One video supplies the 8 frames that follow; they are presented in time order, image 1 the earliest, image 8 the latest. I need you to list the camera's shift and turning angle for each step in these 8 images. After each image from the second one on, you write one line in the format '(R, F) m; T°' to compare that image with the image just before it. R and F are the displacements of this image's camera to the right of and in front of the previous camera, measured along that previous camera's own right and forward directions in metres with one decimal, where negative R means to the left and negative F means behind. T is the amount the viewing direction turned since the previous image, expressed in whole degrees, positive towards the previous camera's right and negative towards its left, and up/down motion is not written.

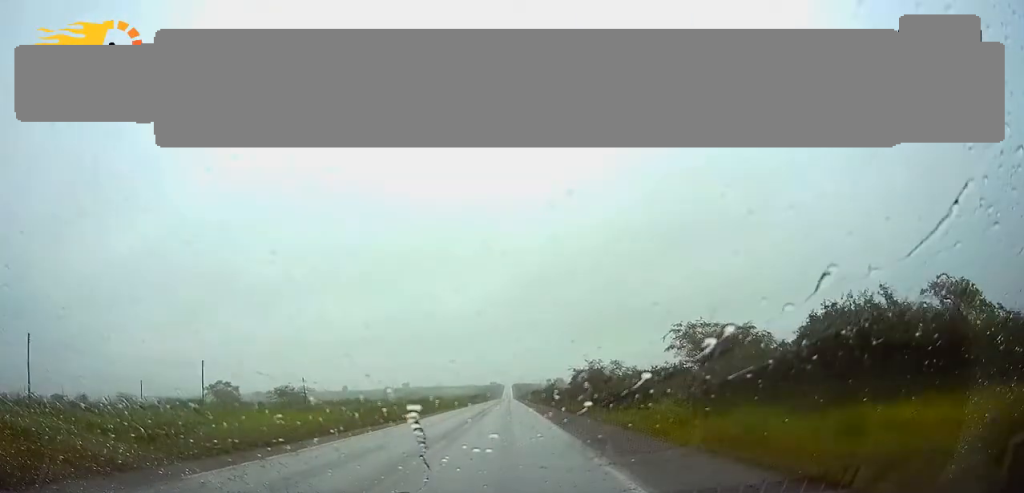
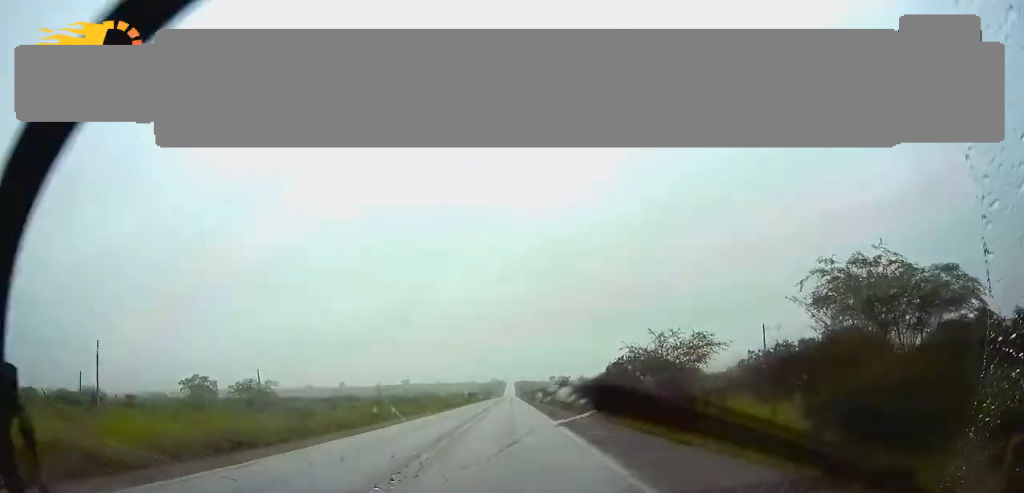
(0.0, +24.6) m; 0°
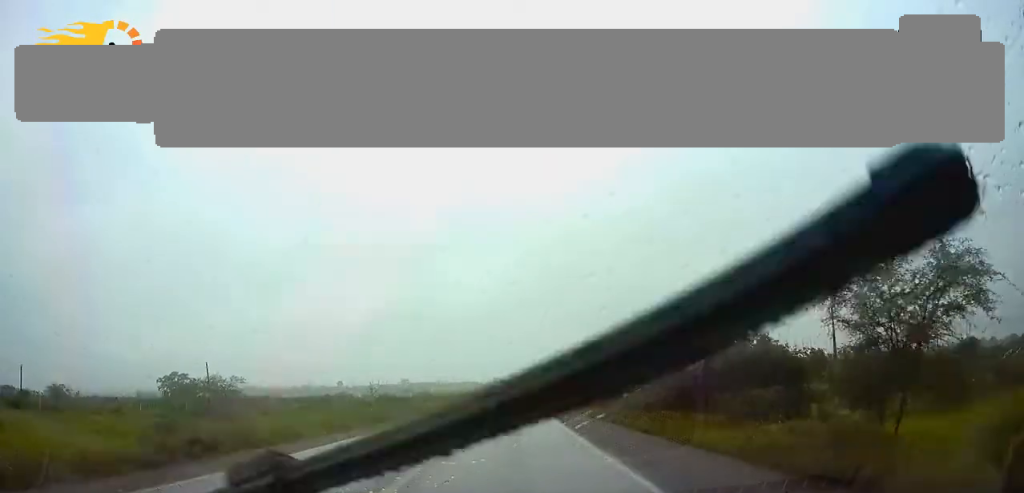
(0.0, +19.2) m; 0°
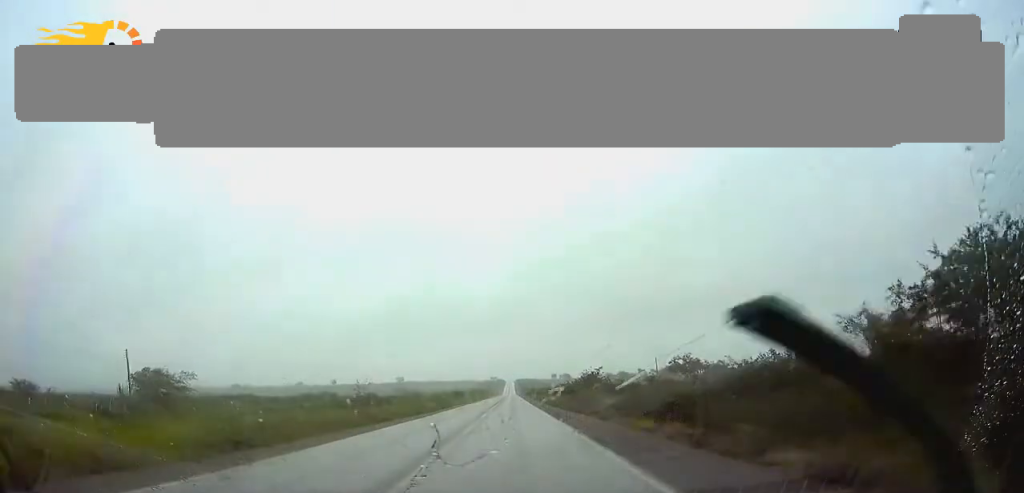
(0.0, +19.4) m; 0°
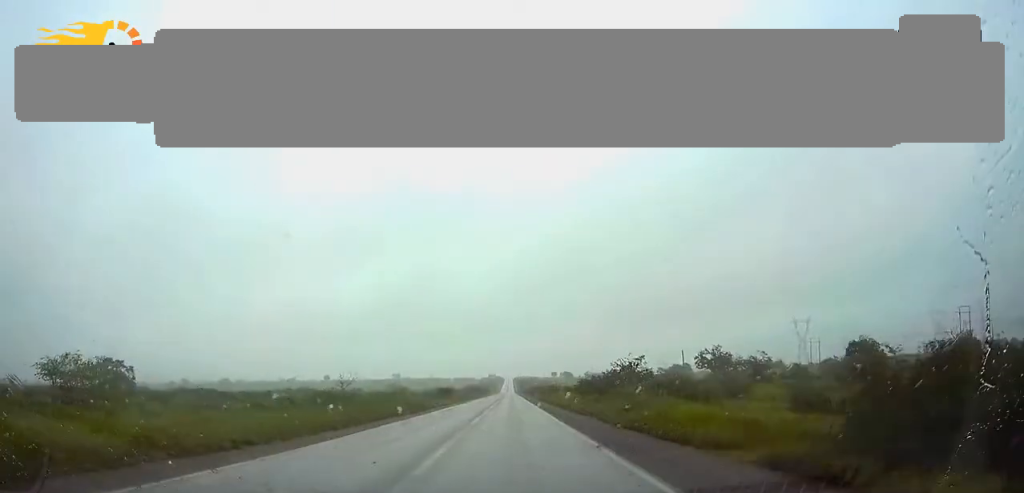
(0.0, +23.9) m; 0°
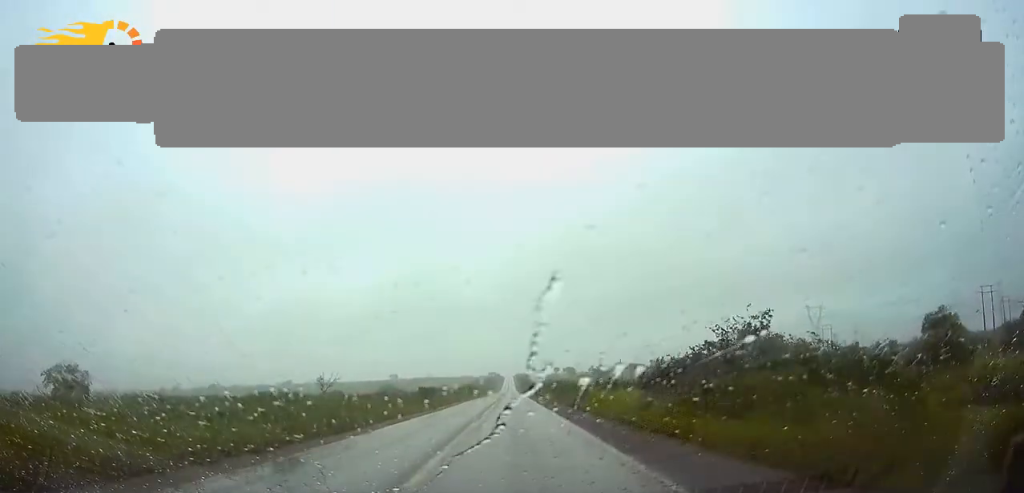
(0.0, +26.1) m; 0°
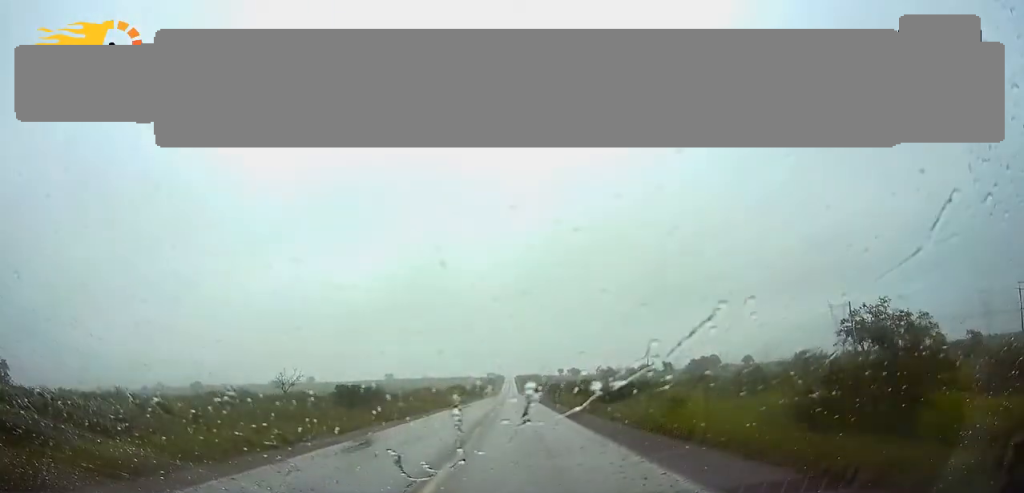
(-0.2, +37.8) m; 0°
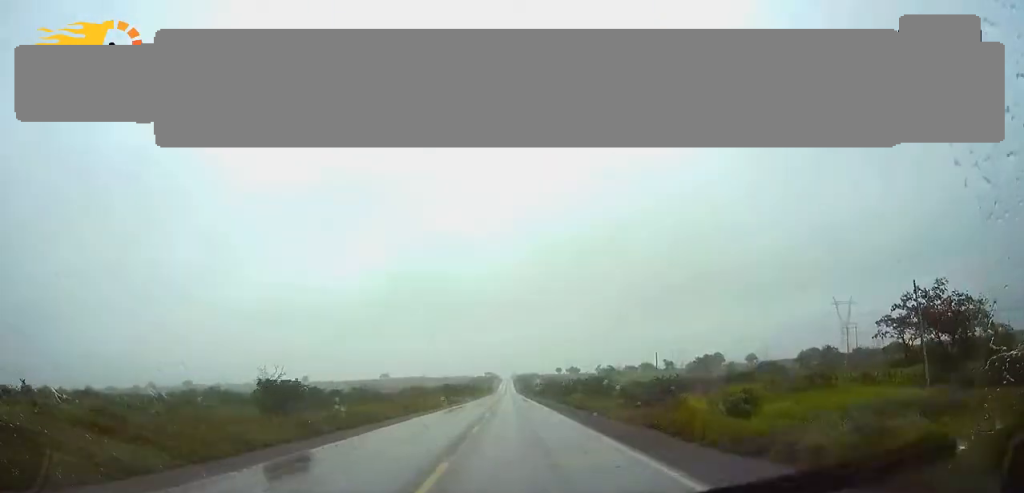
(-0.1, +12.3) m; 0°
